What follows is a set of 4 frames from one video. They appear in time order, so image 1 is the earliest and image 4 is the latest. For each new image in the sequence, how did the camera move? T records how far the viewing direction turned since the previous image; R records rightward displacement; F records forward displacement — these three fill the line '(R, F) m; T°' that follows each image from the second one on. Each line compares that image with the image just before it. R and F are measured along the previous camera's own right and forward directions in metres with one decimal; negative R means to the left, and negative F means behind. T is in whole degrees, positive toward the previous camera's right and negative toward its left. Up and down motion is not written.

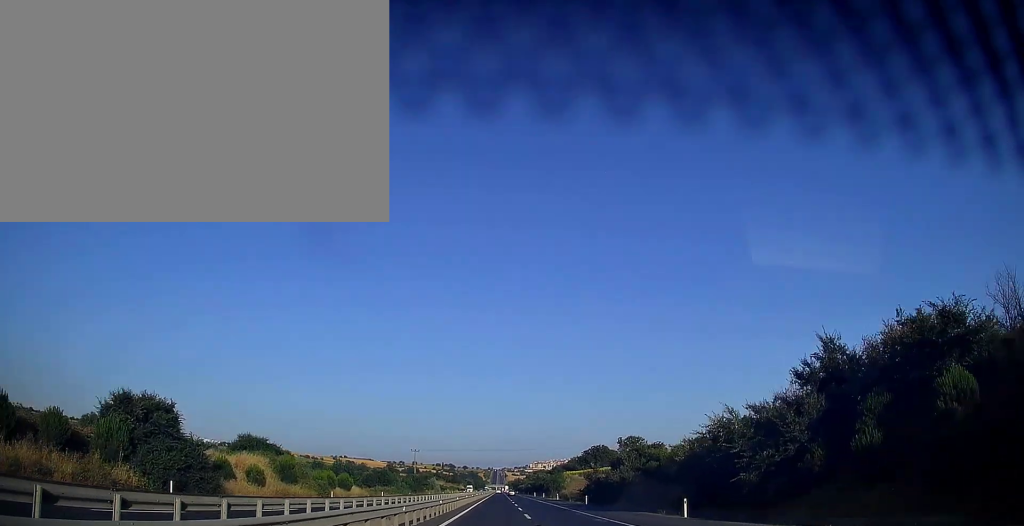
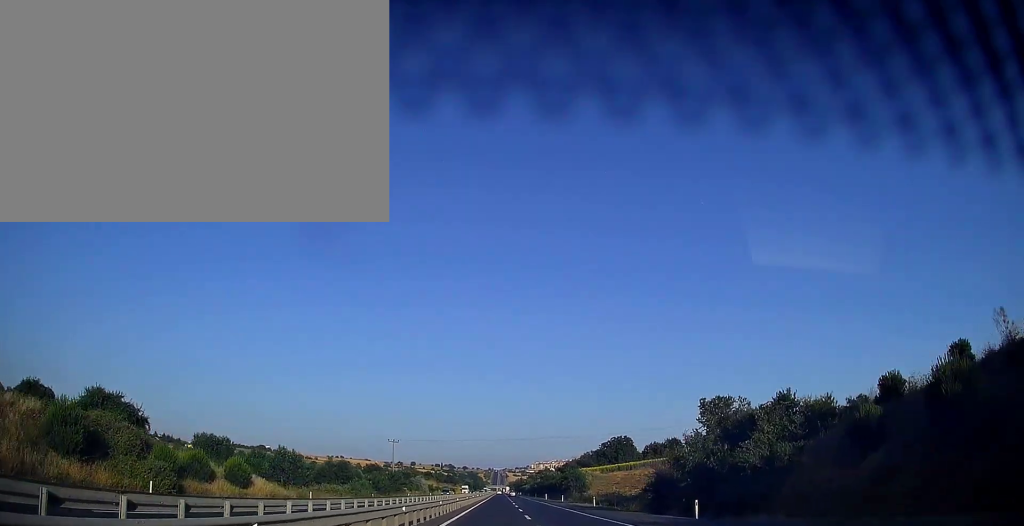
(0.0, +35.9) m; 0°
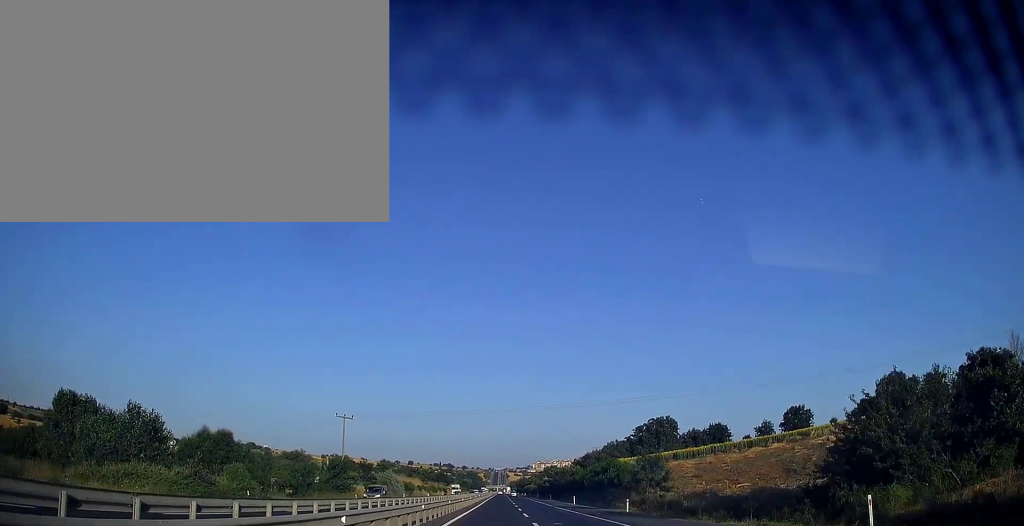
(-0.1, +43.8) m; 0°
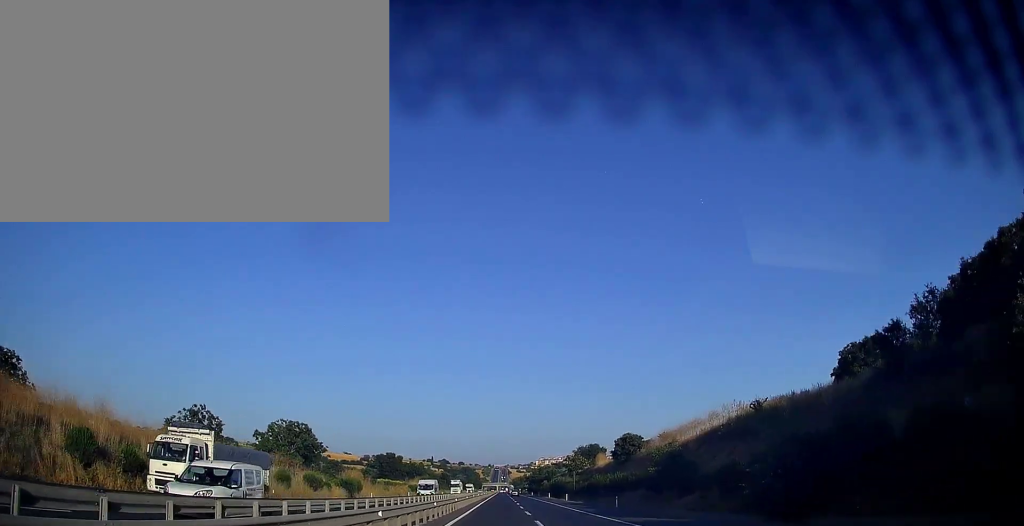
(-0.6, +141.4) m; -1°
